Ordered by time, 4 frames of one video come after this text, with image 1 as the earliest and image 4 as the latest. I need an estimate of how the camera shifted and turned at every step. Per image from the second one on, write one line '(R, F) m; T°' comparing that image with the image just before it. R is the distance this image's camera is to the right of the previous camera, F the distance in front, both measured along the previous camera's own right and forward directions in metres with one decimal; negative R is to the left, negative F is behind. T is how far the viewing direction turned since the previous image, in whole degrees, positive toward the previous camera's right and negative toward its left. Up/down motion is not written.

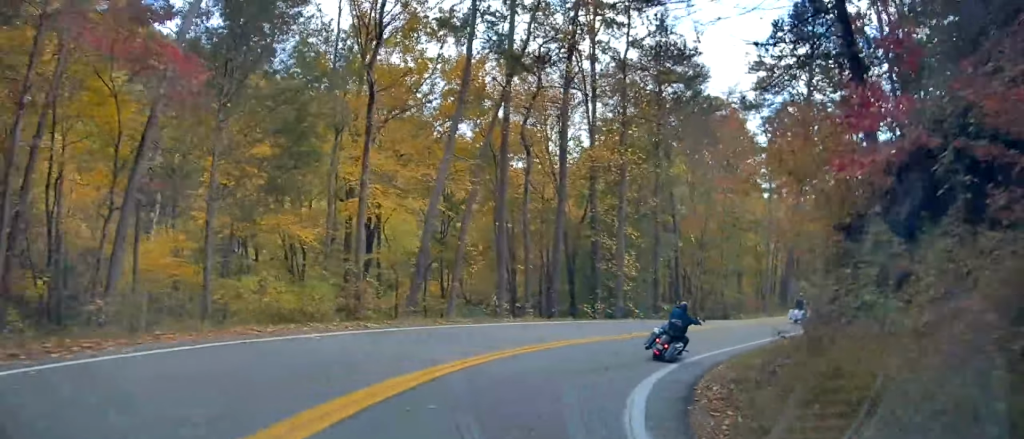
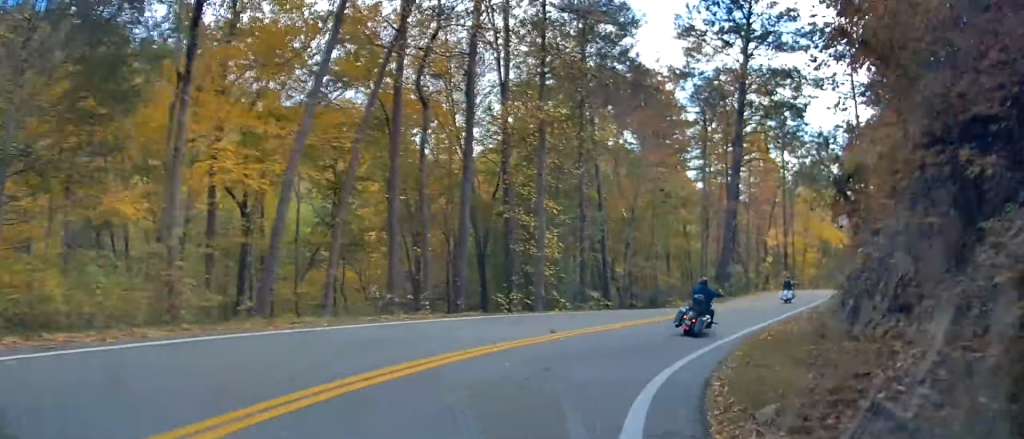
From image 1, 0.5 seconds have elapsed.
(0.0, +6.8) m; +4°
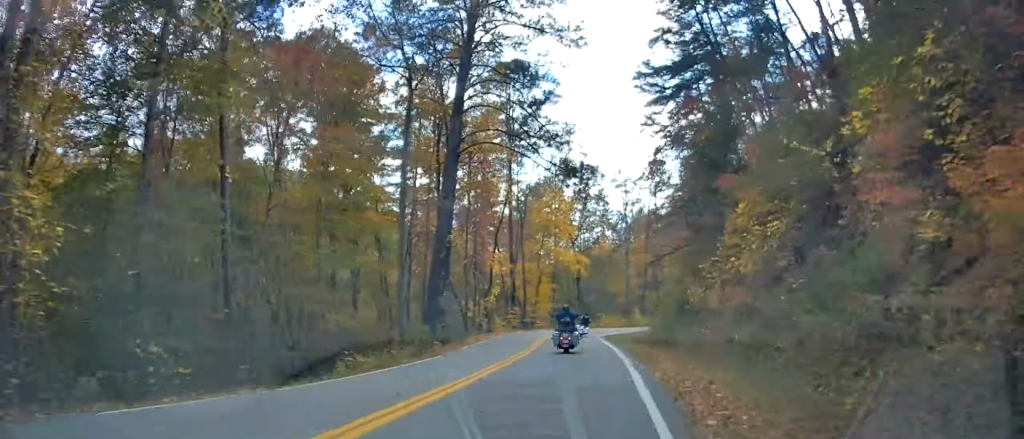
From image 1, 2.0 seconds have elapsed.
(+3.6, +19.8) m; +17°
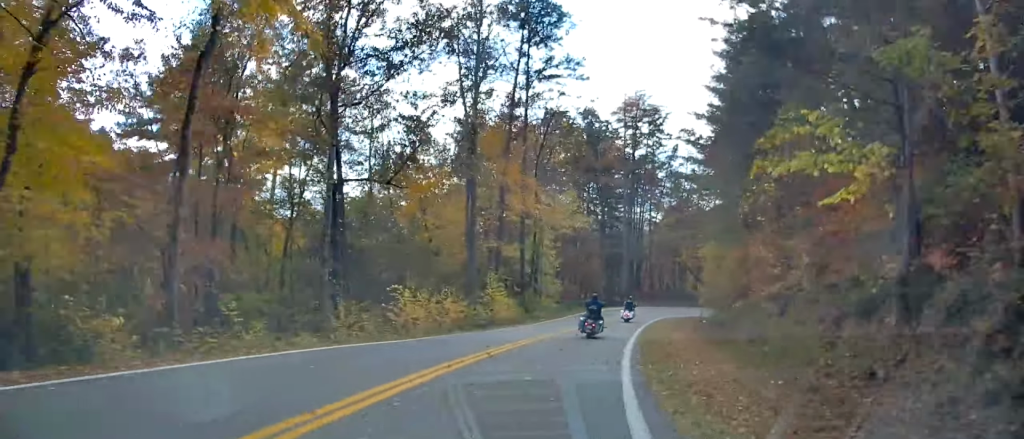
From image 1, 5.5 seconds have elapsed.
(+8.0, +58.6) m; +14°
